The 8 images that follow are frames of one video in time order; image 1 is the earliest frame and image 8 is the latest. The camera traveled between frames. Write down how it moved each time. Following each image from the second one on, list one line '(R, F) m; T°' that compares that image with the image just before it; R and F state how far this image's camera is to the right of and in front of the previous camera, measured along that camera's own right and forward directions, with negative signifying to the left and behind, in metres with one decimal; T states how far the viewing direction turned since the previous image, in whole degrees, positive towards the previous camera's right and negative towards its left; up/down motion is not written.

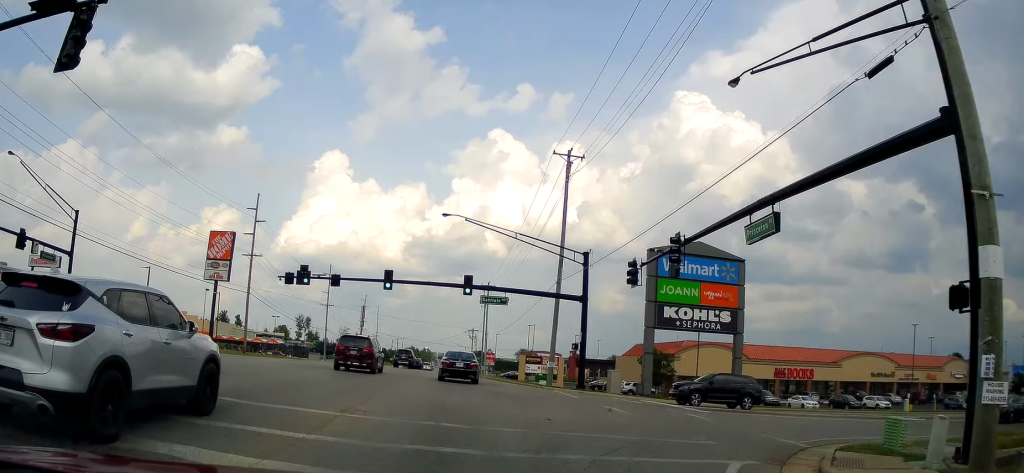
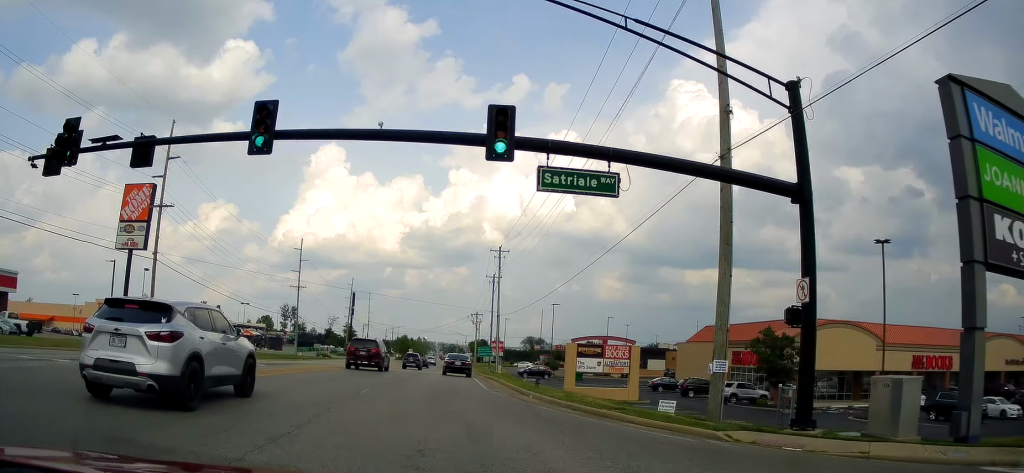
(+1.4, +23.8) m; +1°
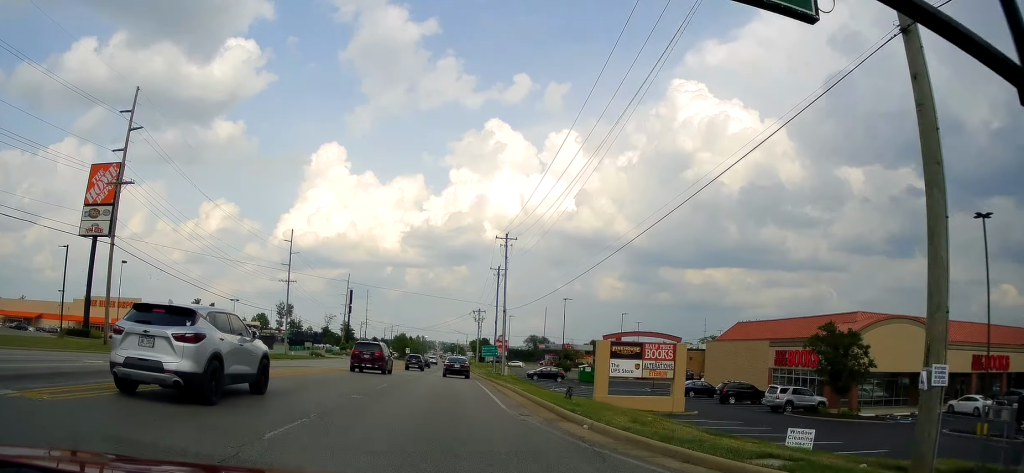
(-0.1, +7.5) m; -2°
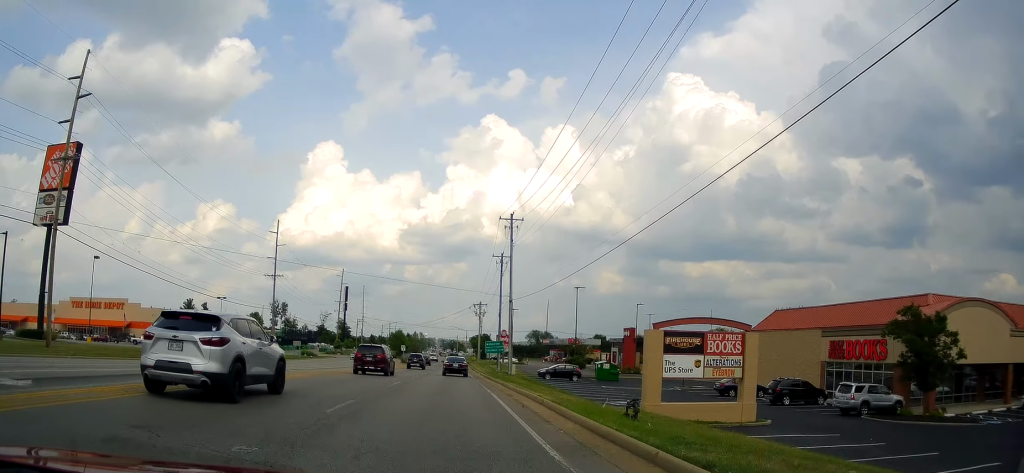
(-0.4, +7.7) m; 0°
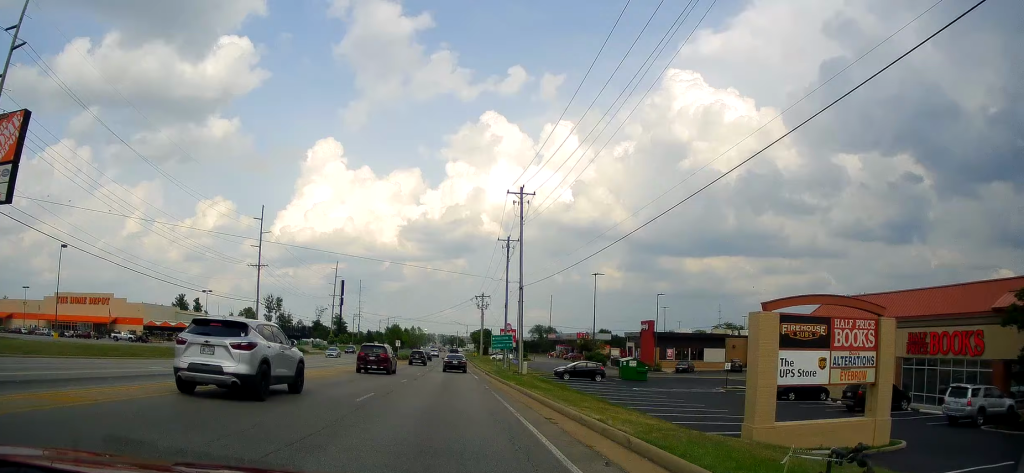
(+0.2, +8.4) m; +1°
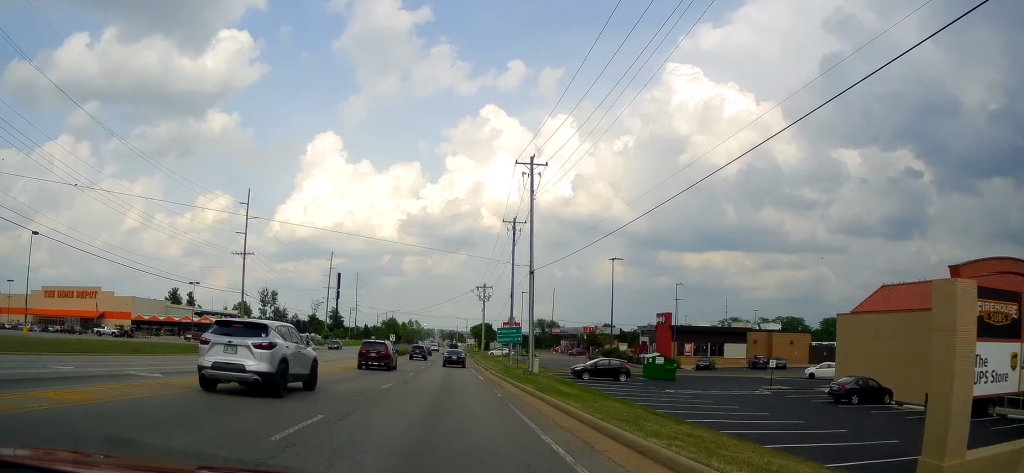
(+0.1, +6.5) m; +1°
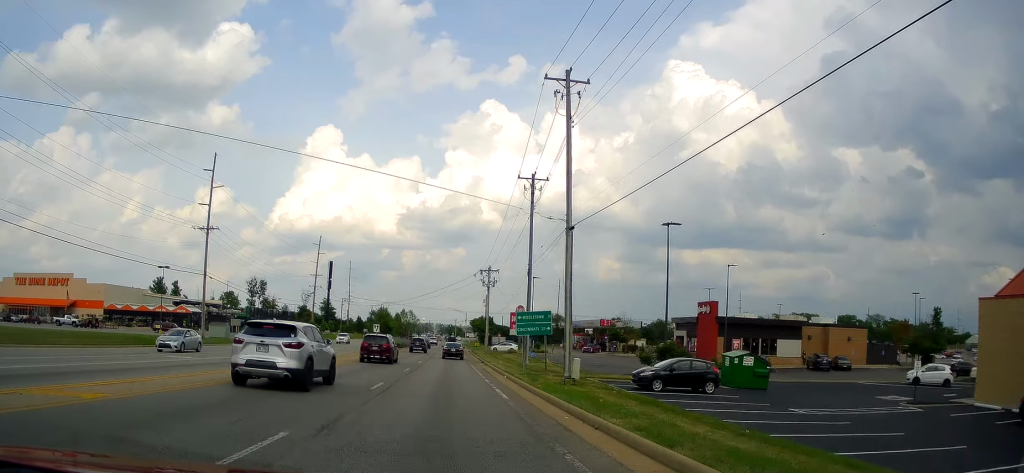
(0.0, +13.6) m; 0°
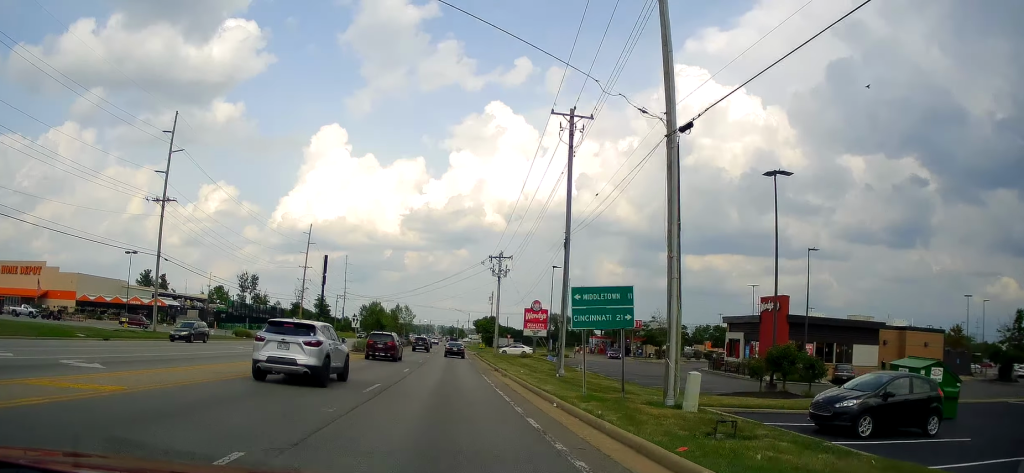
(0.0, +13.5) m; -1°
